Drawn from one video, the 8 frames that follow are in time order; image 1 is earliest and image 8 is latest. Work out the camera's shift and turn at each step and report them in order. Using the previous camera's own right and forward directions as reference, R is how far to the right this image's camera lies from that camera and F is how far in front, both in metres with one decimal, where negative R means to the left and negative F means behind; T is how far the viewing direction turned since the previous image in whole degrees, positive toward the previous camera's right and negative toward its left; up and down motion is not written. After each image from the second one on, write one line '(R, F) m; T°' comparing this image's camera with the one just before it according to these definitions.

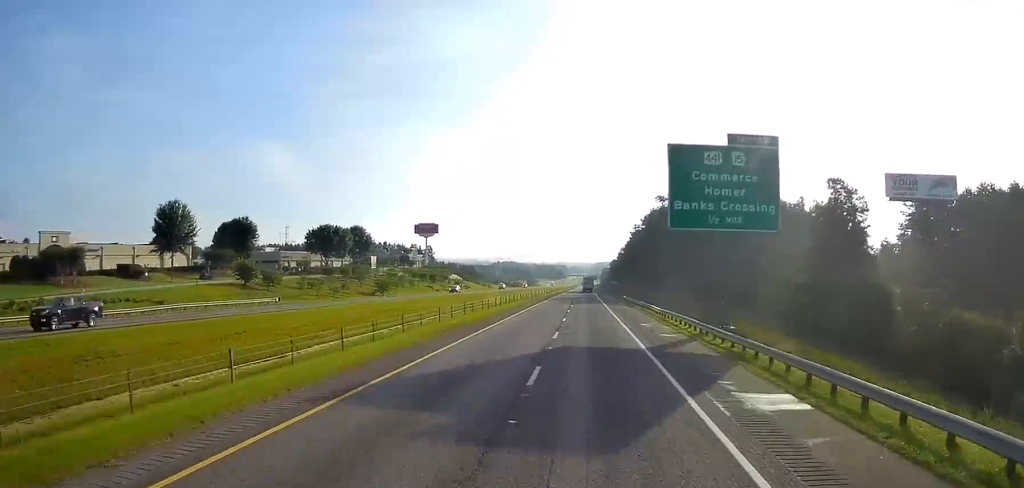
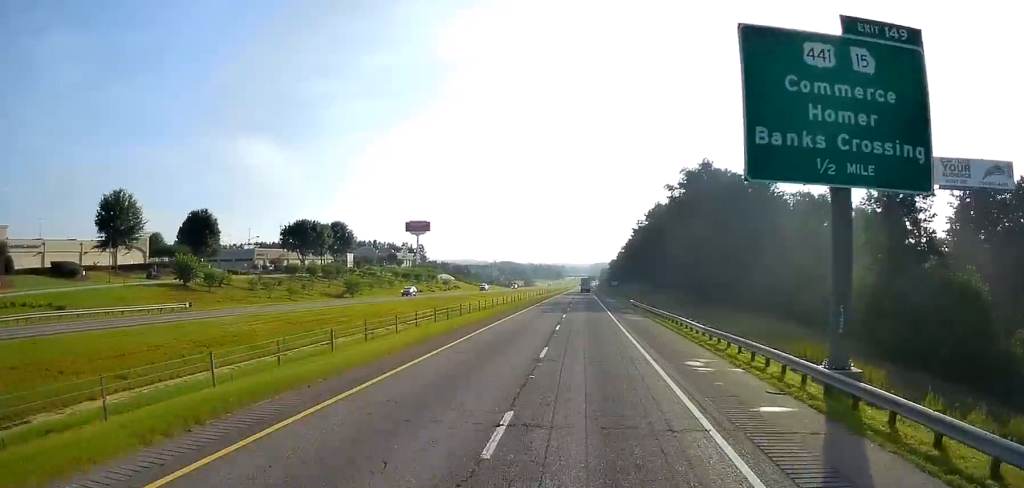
(+0.1, +18.7) m; 0°
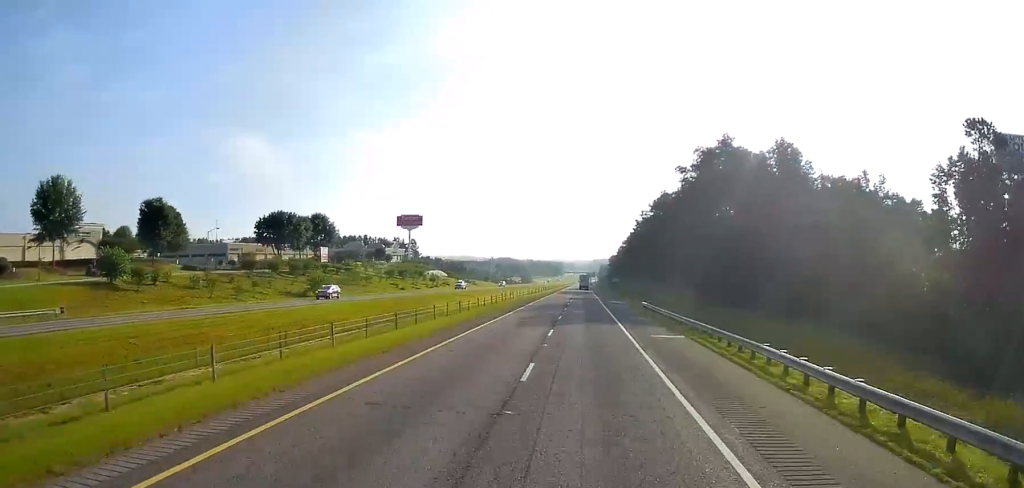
(0.0, +17.7) m; 0°
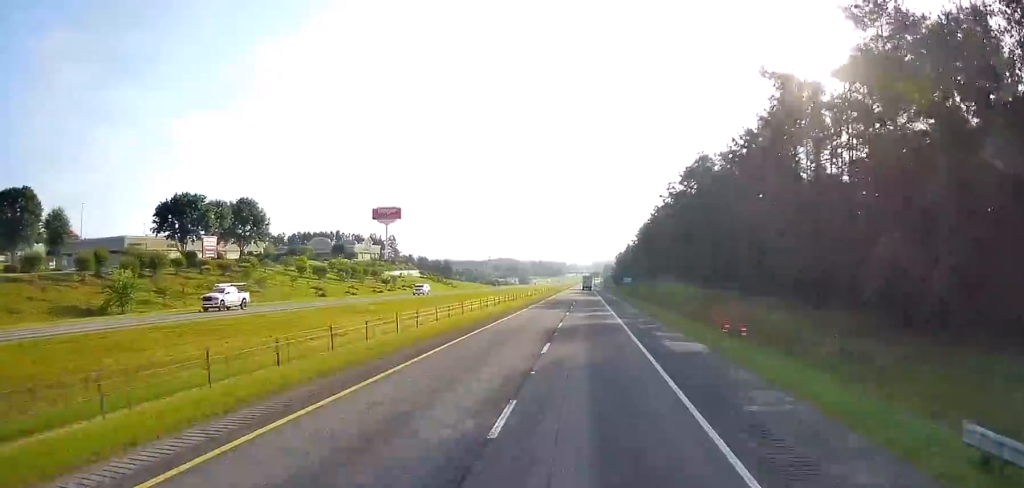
(-0.6, +54.1) m; -1°
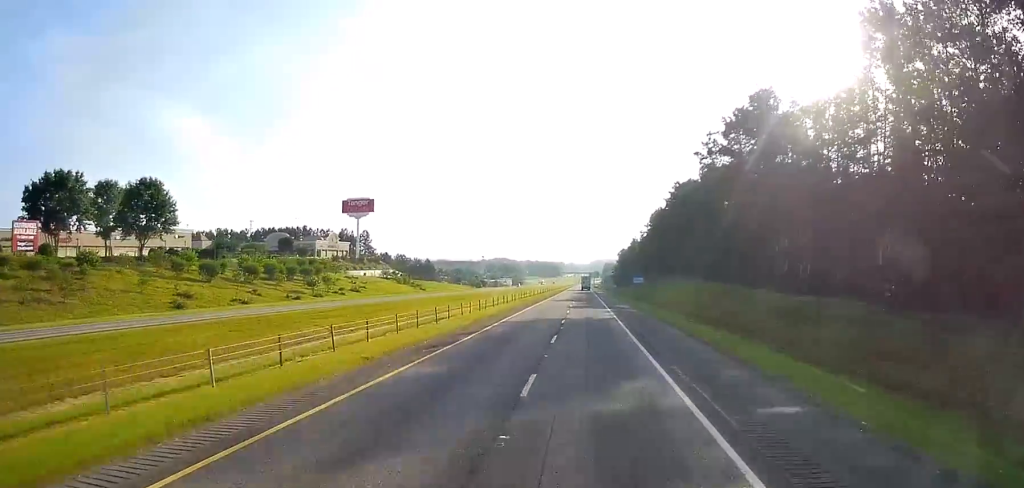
(+0.3, +45.0) m; +1°
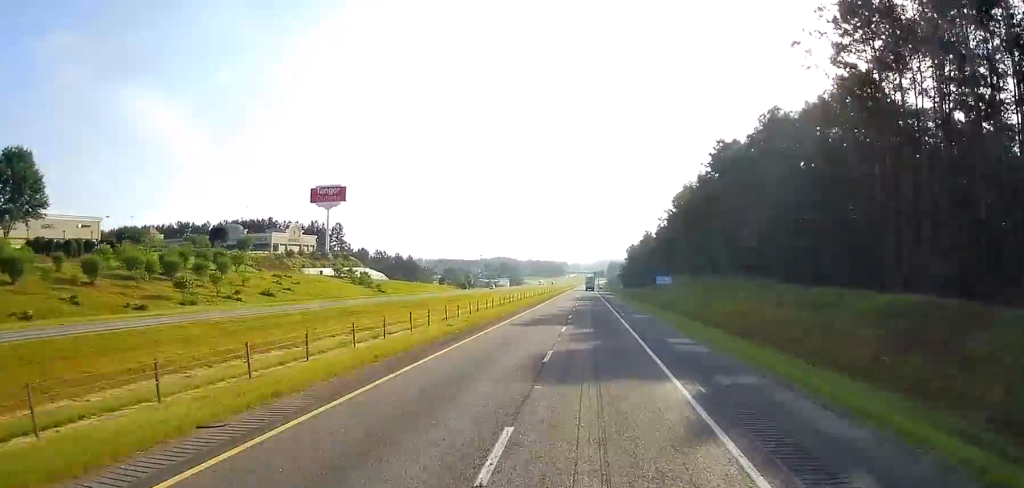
(-0.3, +42.9) m; -1°
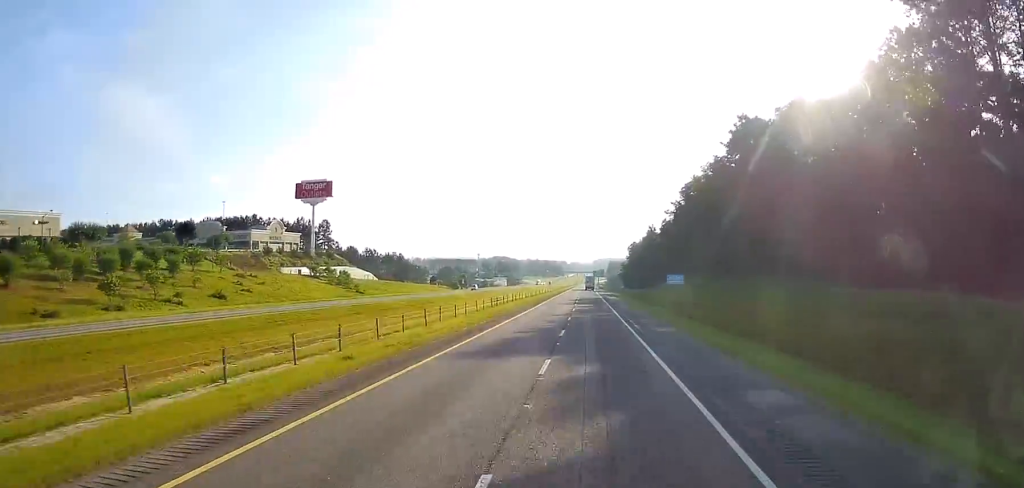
(-0.1, +14.8) m; 0°
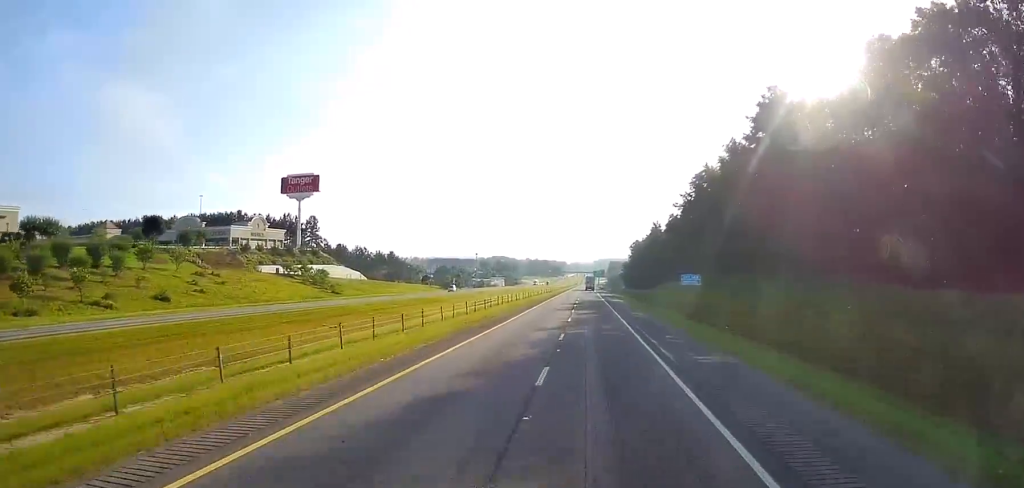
(0.0, +13.8) m; 0°
